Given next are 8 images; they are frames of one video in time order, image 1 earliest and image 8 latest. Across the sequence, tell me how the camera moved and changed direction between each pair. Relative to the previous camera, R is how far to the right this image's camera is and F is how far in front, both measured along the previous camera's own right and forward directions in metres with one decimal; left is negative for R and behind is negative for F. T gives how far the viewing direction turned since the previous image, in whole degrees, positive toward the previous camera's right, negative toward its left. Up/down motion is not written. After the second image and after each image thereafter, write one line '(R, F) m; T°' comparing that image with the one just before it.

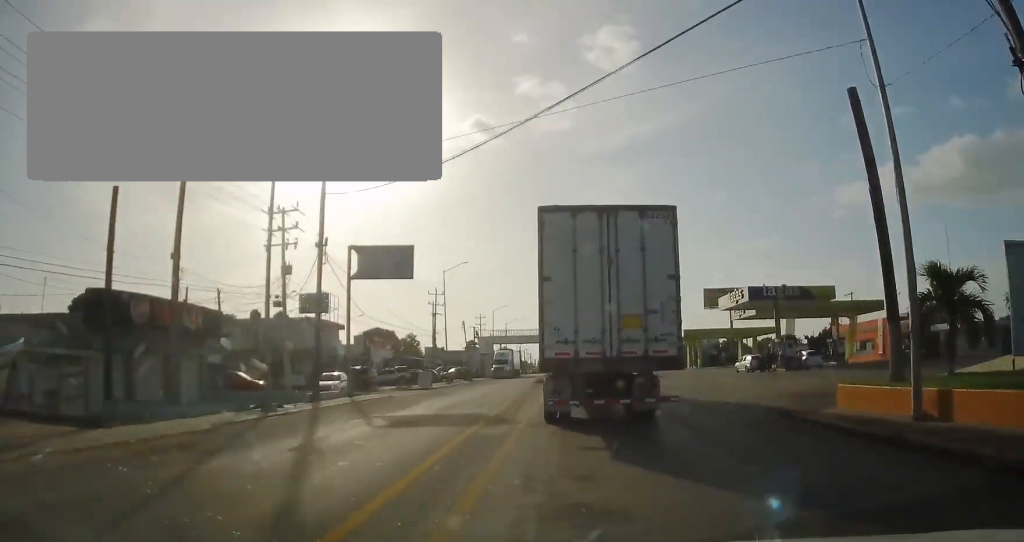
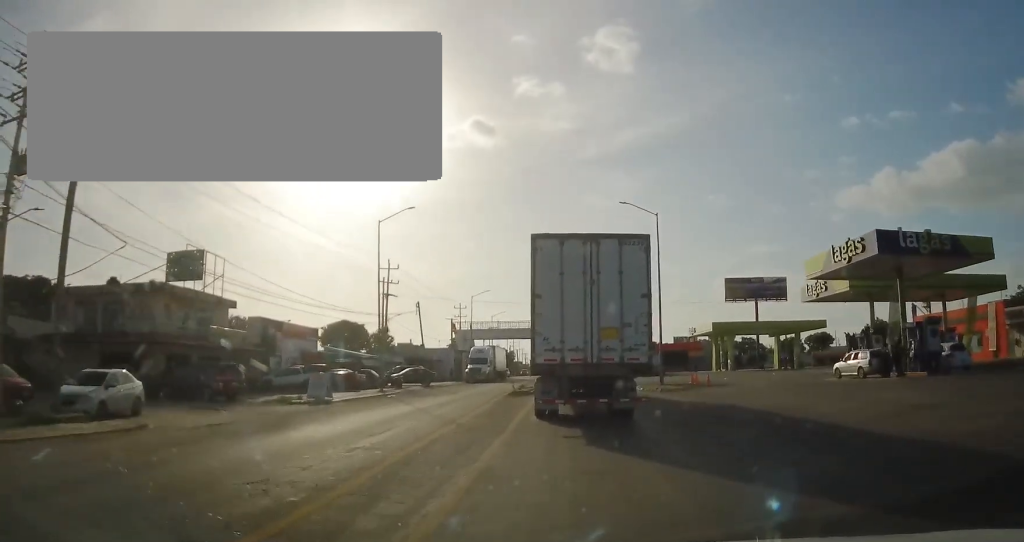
(+0.2, +21.5) m; +2°
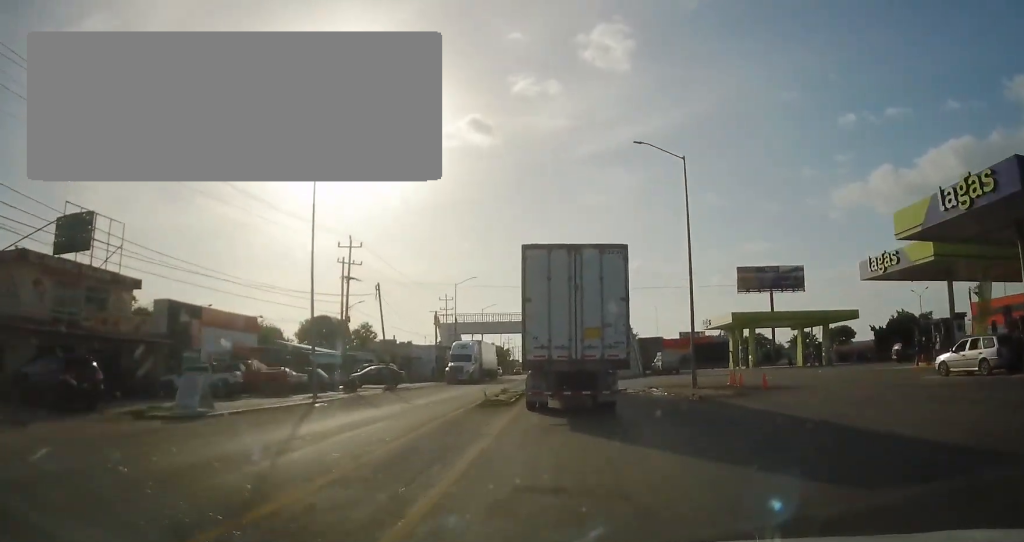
(-0.2, +10.2) m; -3°
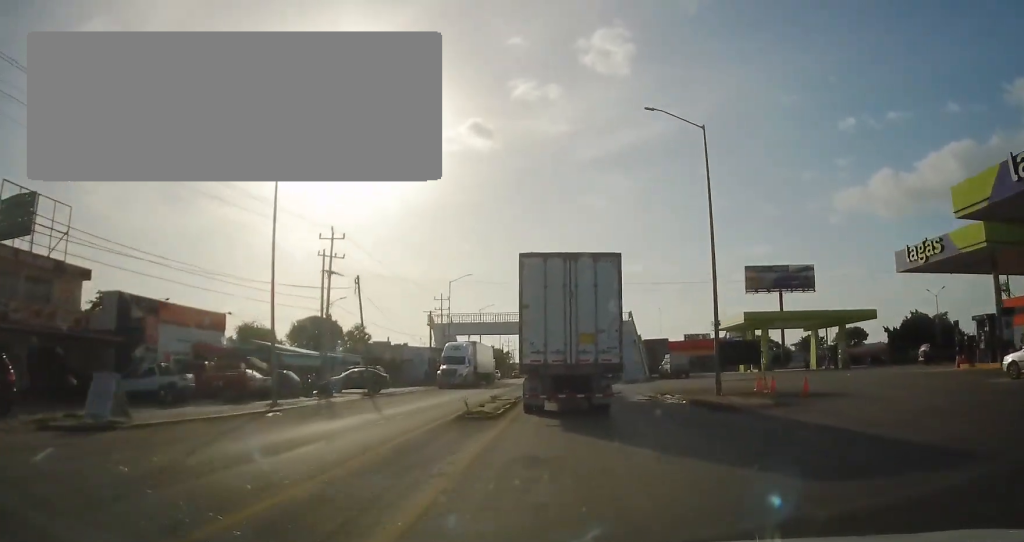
(-0.2, +4.2) m; 0°
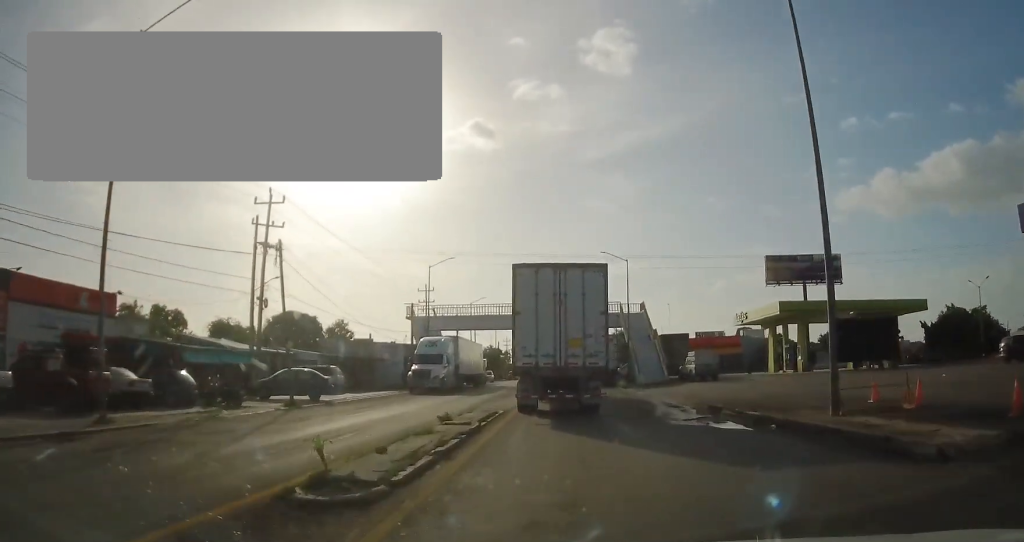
(+0.3, +10.1) m; +1°
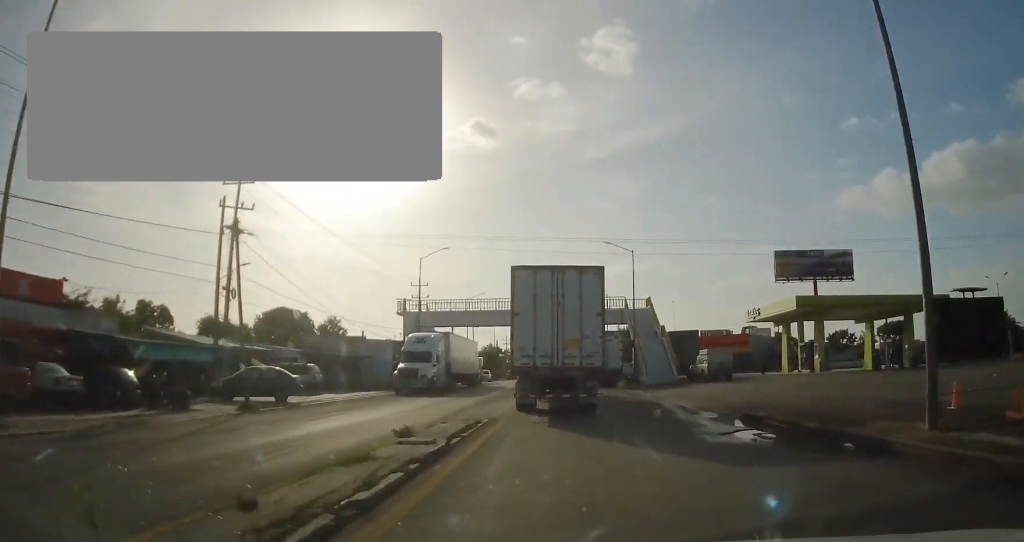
(-0.1, +3.8) m; 0°
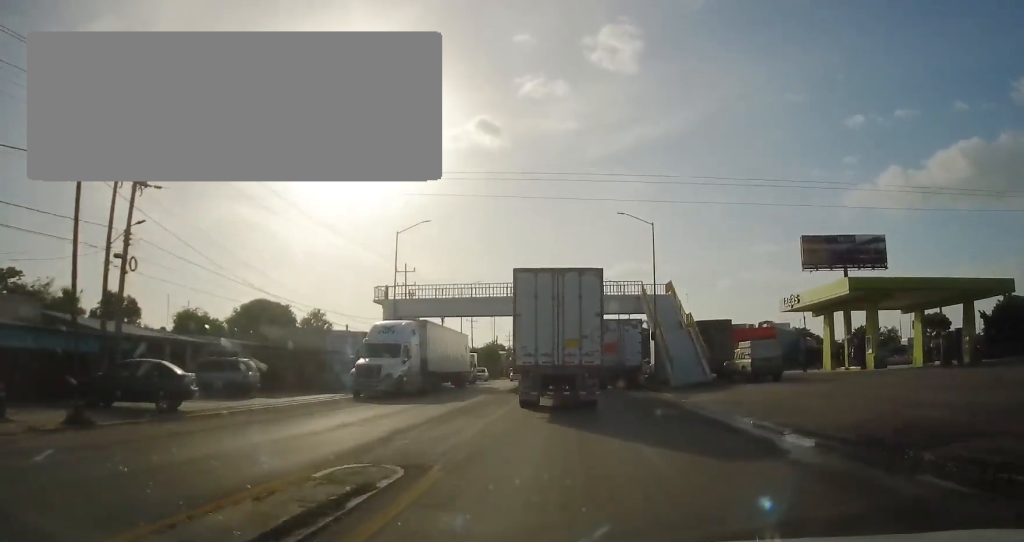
(0.0, +8.9) m; 0°
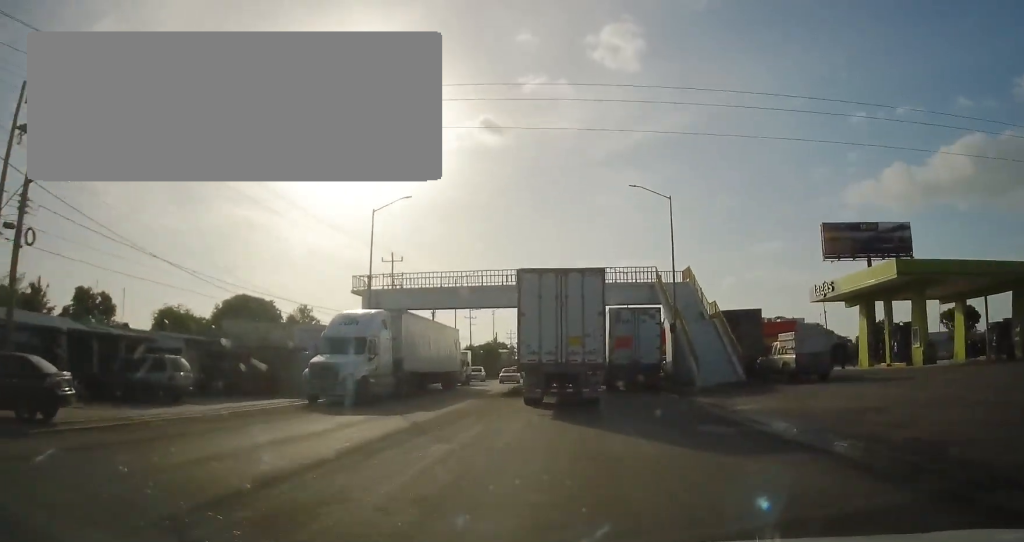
(+0.2, +6.2) m; 0°
